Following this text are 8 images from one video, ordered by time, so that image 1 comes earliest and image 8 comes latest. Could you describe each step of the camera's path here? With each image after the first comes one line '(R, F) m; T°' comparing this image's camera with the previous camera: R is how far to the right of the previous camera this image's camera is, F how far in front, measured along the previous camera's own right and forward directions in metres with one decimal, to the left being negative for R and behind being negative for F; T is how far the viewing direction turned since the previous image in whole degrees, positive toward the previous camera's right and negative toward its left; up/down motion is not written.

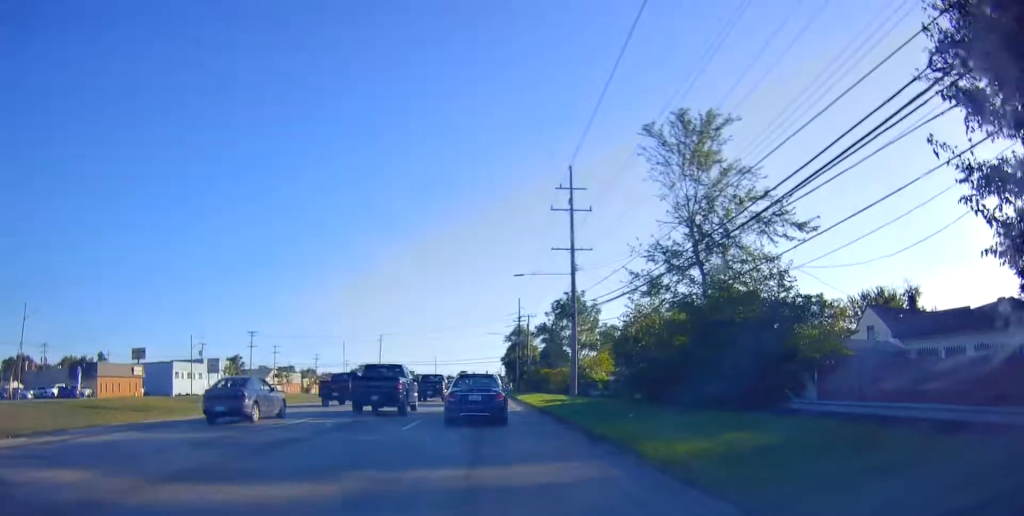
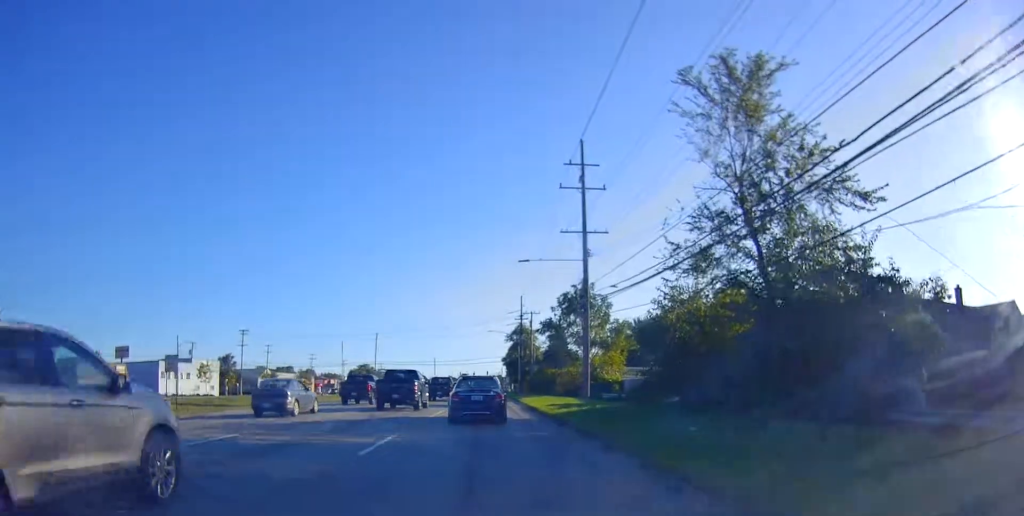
(0.0, +4.4) m; -1°
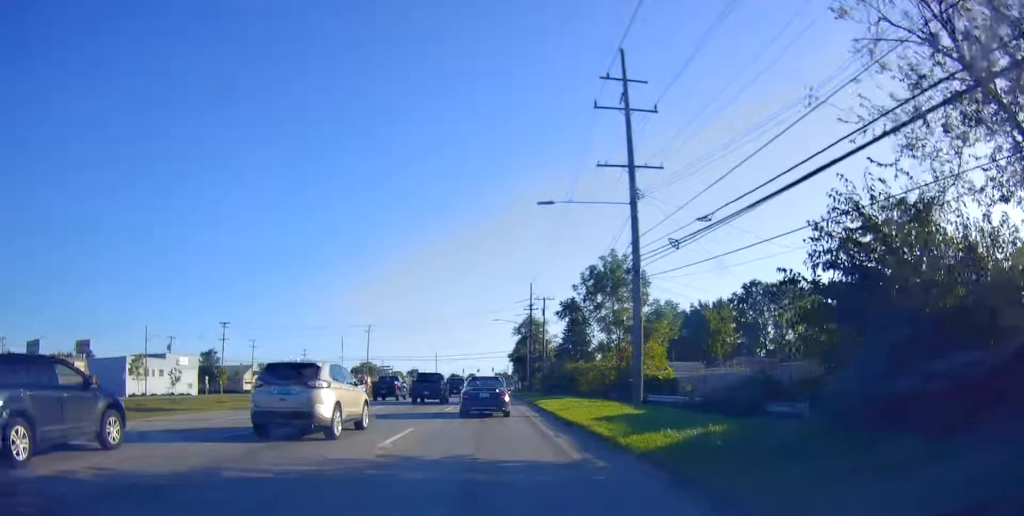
(-0.4, +10.6) m; -2°
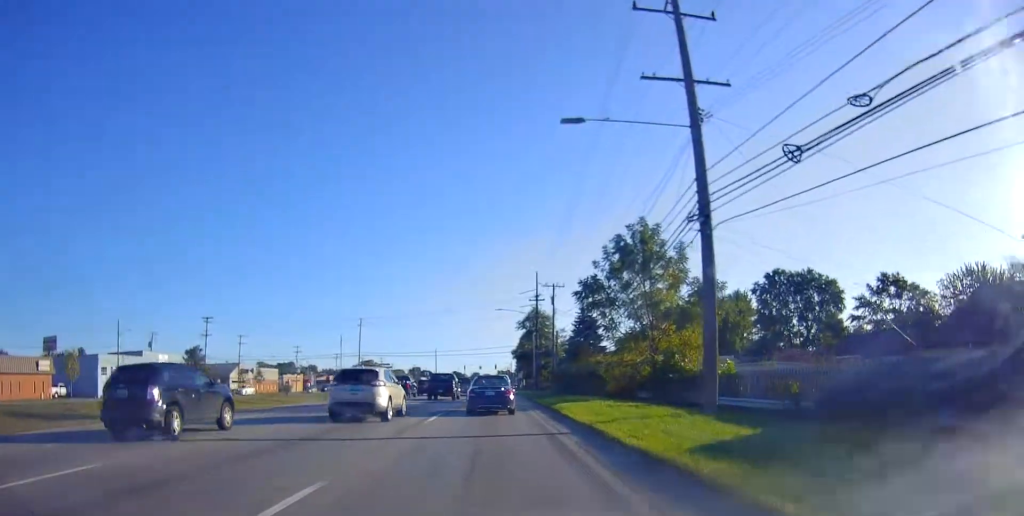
(+0.1, +7.7) m; +2°
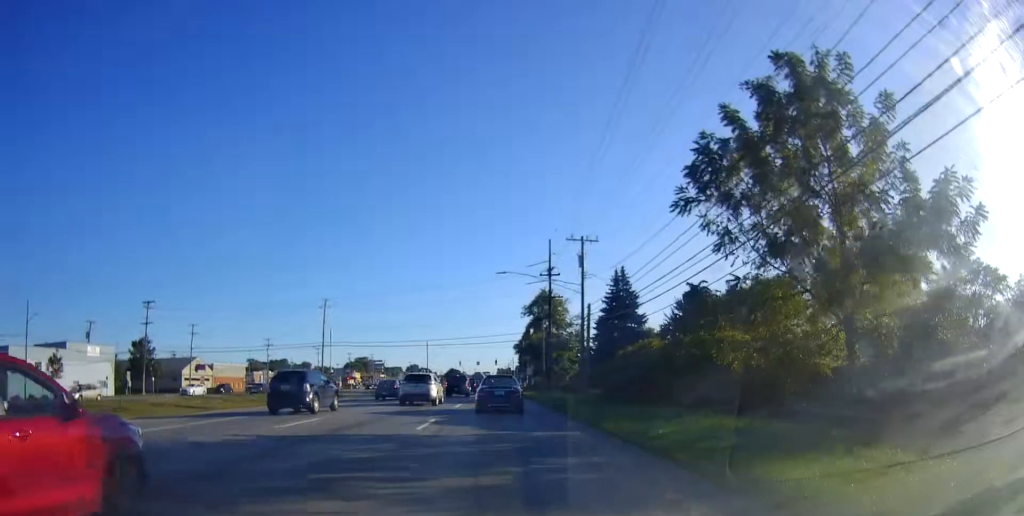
(+0.4, +19.4) m; -1°
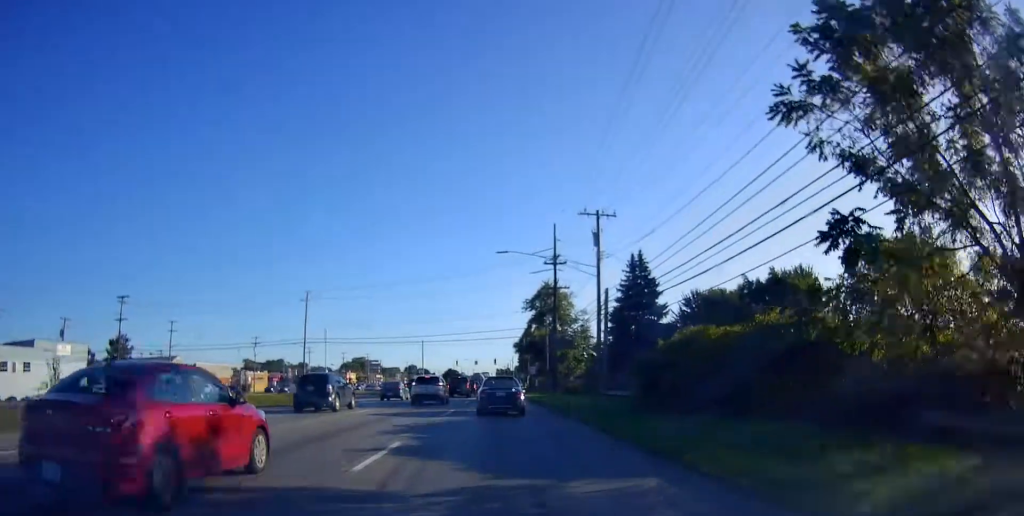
(-0.1, +6.7) m; -2°
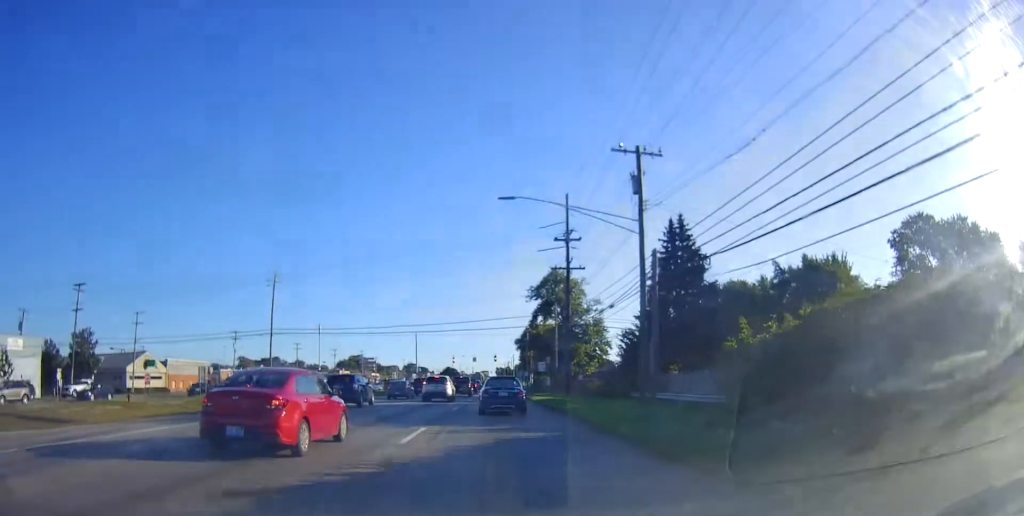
(-0.5, +10.2) m; 0°
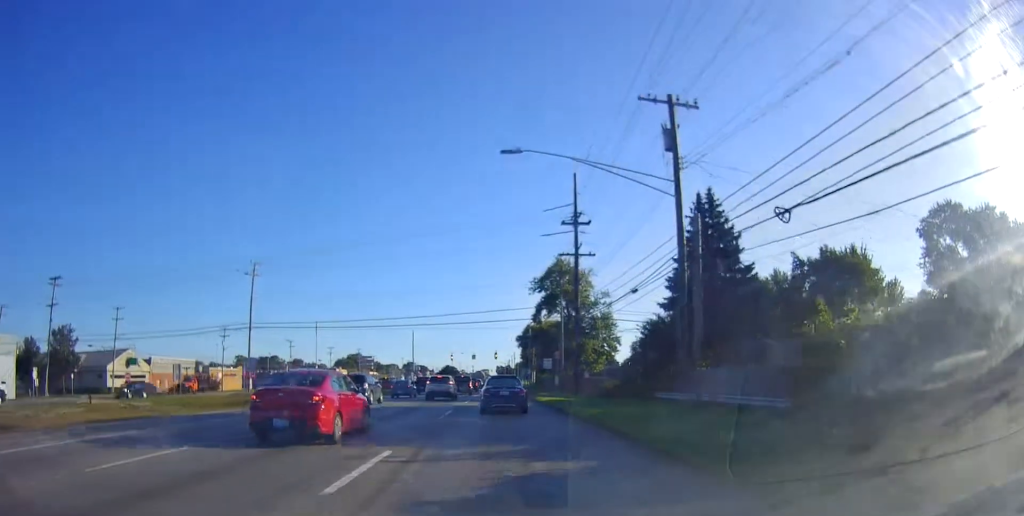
(+0.4, +5.3) m; 0°
